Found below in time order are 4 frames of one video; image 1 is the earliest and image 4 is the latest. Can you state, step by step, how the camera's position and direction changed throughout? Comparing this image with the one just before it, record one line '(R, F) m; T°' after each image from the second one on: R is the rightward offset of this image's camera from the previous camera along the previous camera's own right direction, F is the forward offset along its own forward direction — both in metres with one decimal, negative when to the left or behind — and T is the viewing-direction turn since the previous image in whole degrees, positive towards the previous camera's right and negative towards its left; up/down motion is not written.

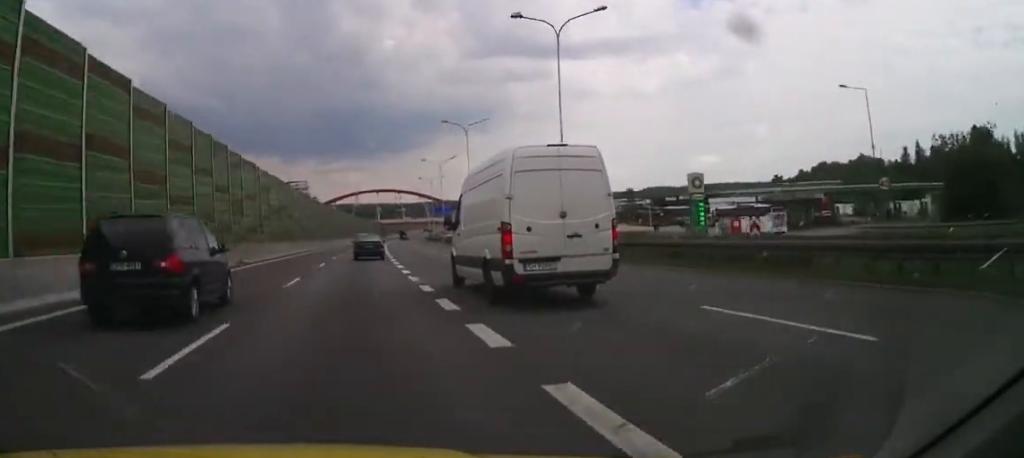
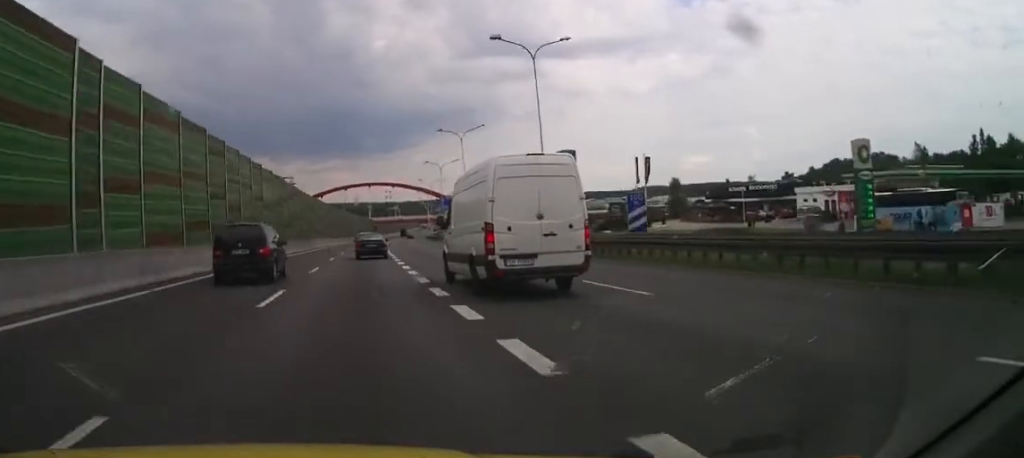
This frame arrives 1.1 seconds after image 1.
(+0.4, +29.4) m; +1°
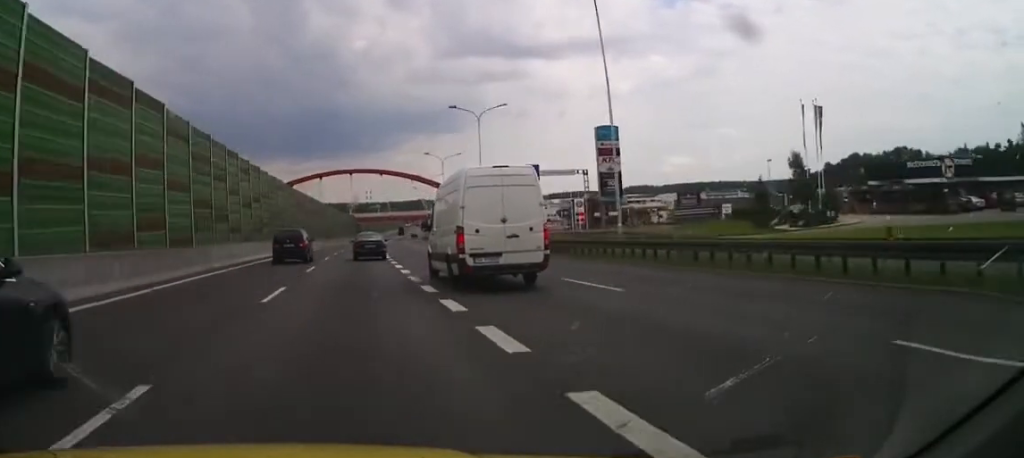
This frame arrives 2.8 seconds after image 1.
(+0.3, +46.5) m; 0°
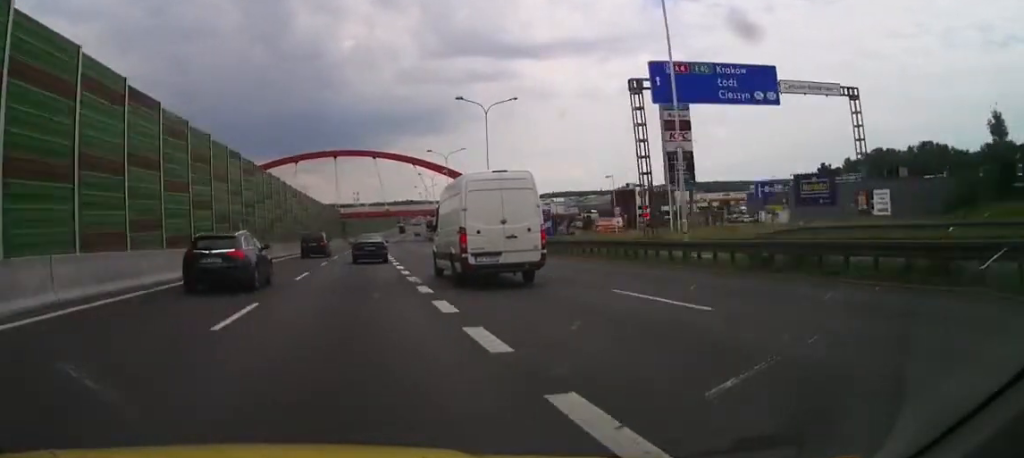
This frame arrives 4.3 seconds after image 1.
(0.0, +39.9) m; +1°
